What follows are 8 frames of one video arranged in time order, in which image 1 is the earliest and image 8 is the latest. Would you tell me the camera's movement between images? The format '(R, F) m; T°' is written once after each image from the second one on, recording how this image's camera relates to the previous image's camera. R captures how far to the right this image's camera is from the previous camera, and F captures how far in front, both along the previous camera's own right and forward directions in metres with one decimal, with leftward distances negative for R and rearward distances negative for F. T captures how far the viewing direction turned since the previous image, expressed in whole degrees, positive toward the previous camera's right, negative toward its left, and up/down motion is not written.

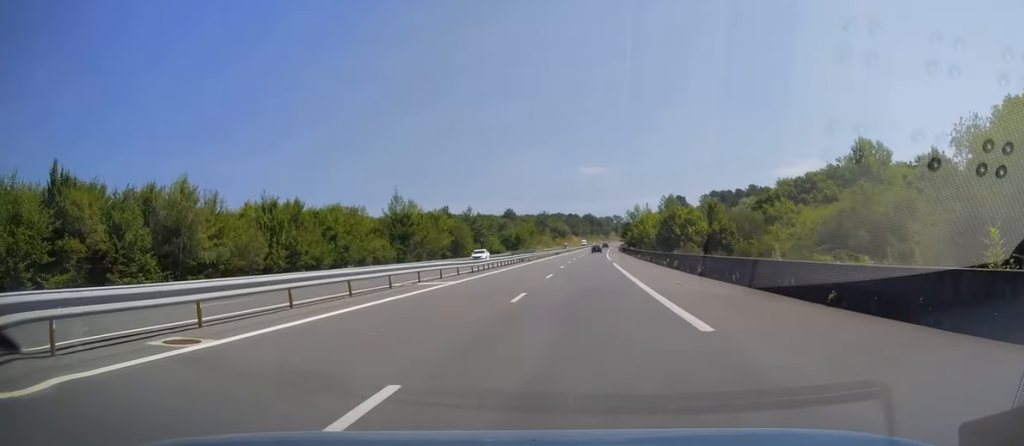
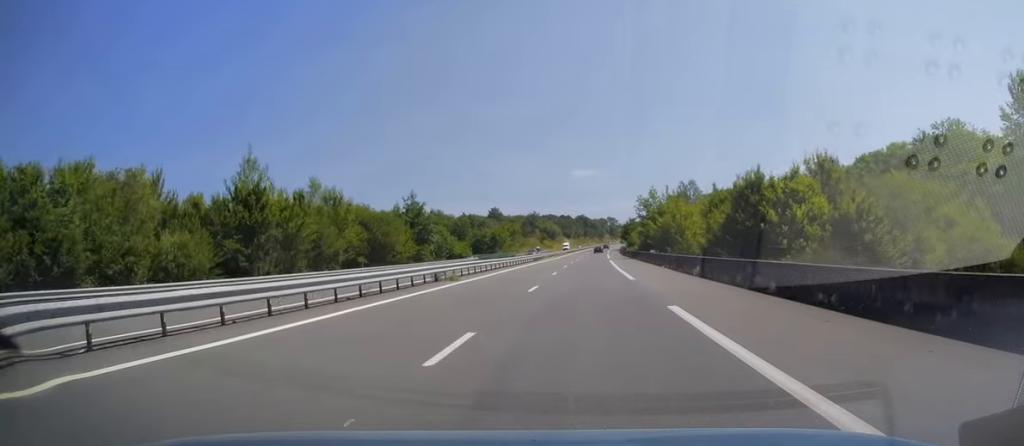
(+0.4, +35.1) m; +1°
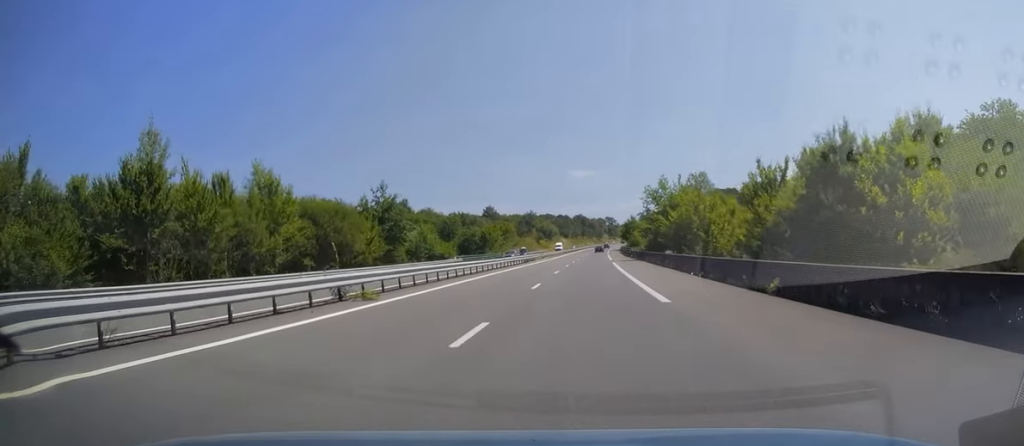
(0.0, +11.7) m; 0°
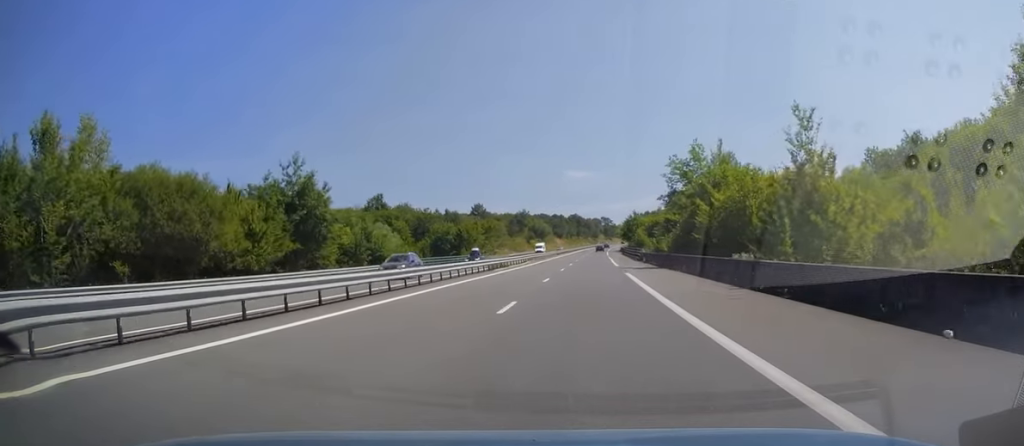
(0.0, +21.4) m; +1°
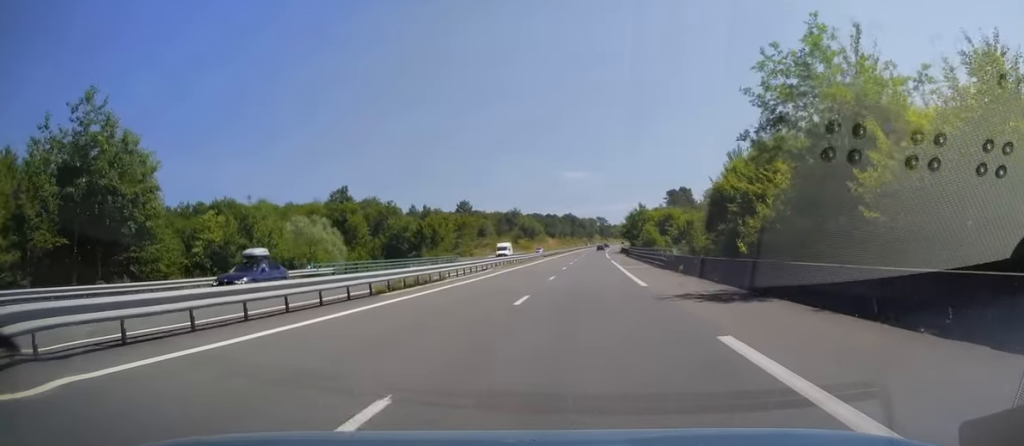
(+0.3, +23.8) m; 0°
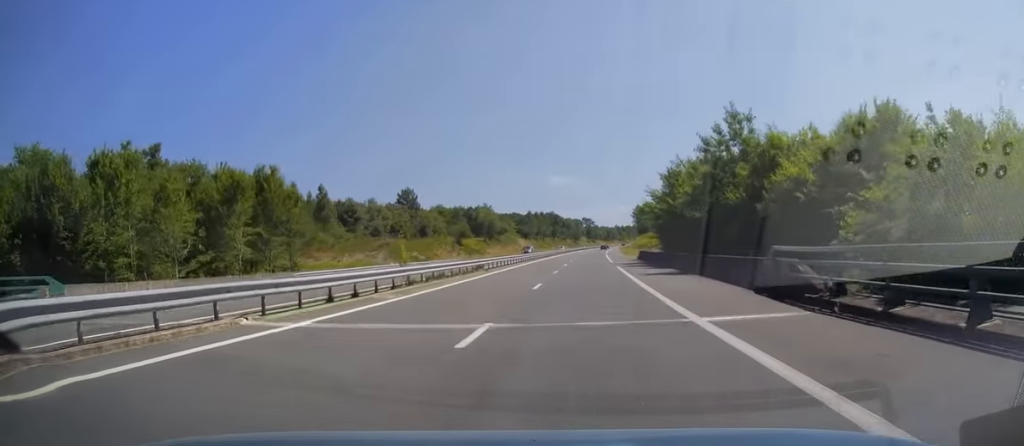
(+0.3, +72.4) m; +1°
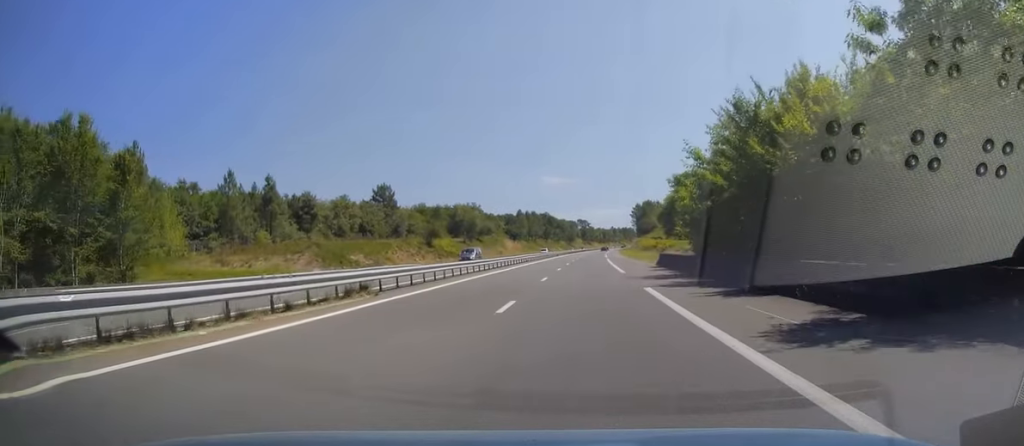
(0.0, +21.4) m; 0°
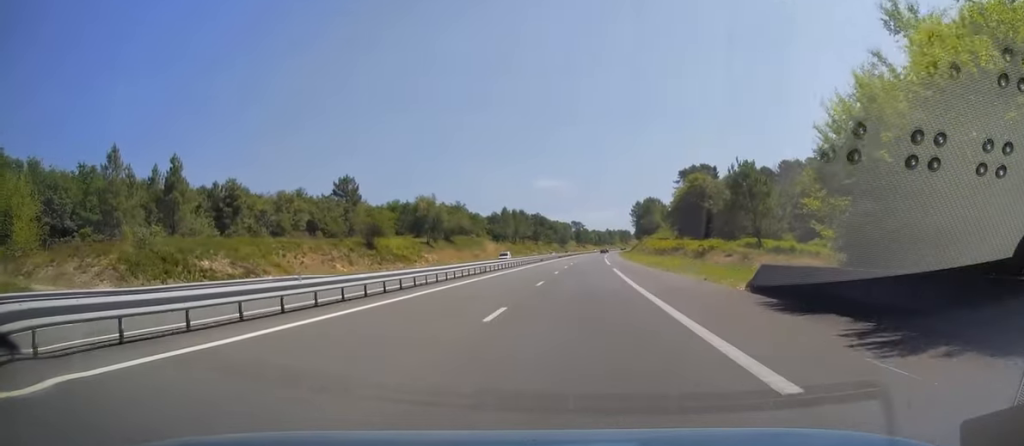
(0.0, +27.2) m; 0°
